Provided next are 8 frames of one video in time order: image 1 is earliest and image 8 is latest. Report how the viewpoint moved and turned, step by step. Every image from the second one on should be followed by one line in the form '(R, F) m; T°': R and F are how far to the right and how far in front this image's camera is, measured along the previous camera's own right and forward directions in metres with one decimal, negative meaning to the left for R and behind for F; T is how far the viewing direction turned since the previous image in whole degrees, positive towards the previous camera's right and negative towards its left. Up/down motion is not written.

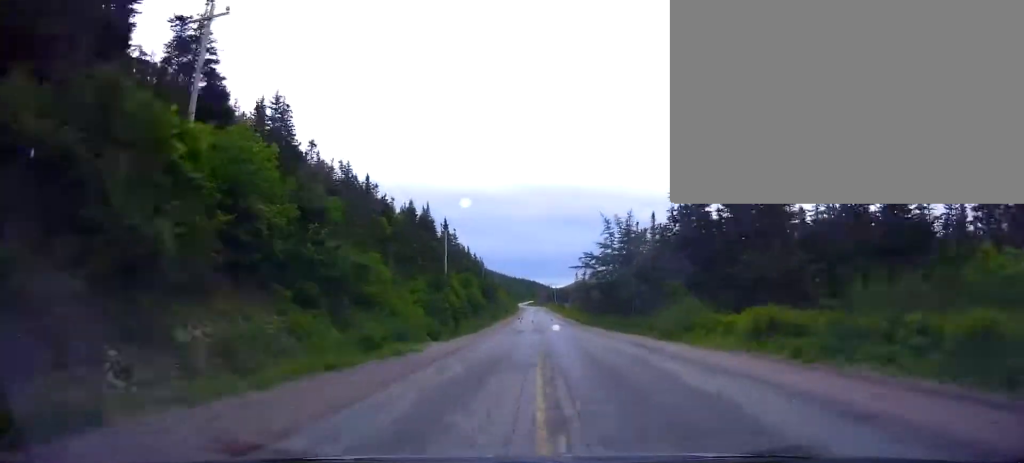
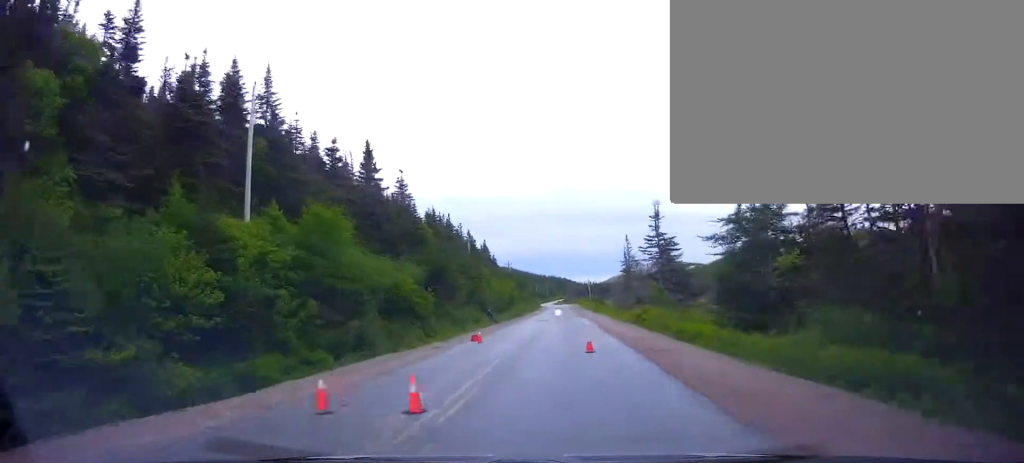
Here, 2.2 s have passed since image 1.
(+0.7, +64.1) m; -1°
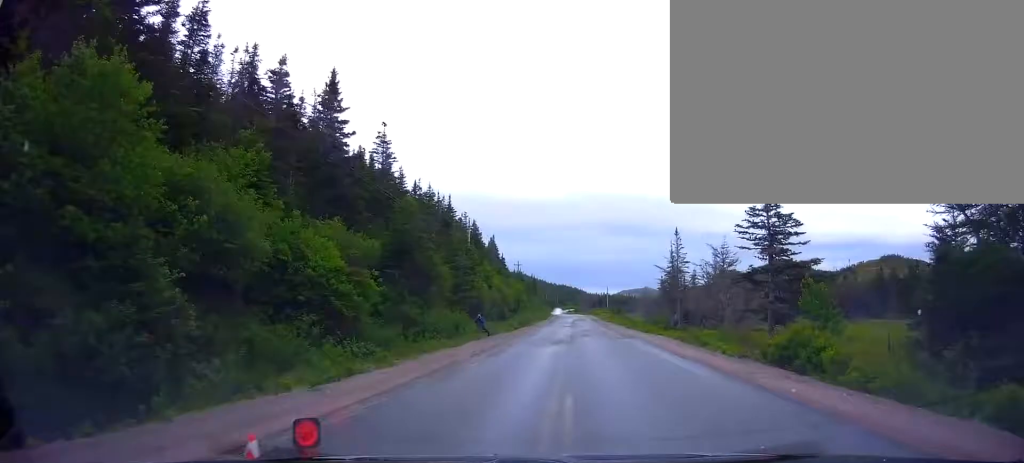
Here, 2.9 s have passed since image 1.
(-0.3, +18.6) m; -2°
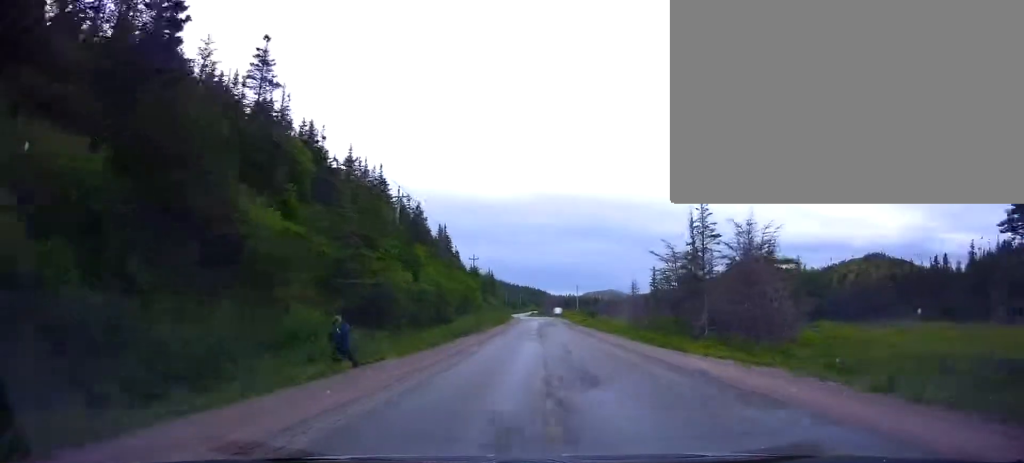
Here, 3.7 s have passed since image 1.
(-0.2, +19.2) m; 0°
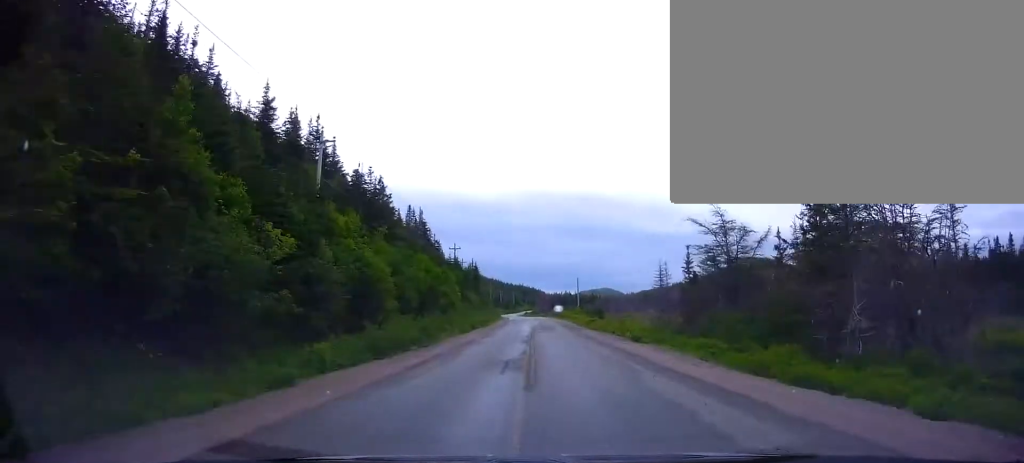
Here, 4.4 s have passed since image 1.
(0.0, +17.8) m; 0°
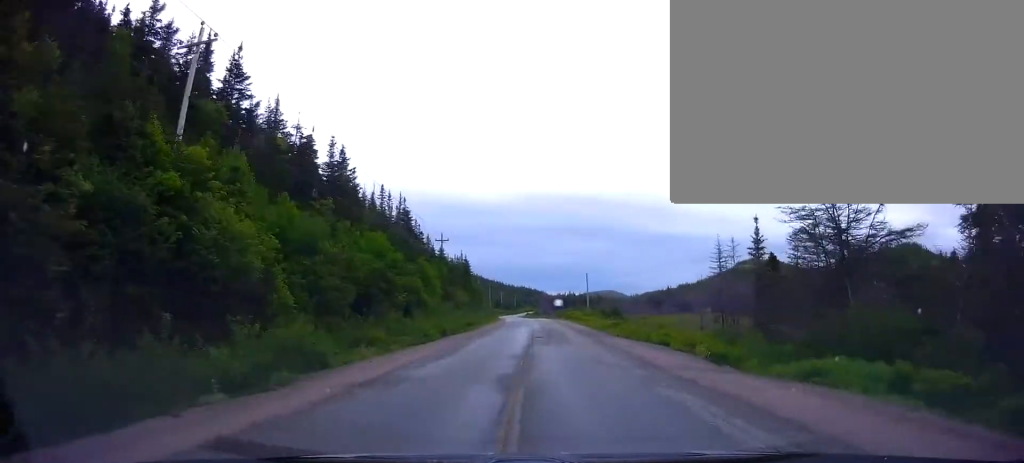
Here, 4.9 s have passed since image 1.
(0.0, +14.6) m; 0°
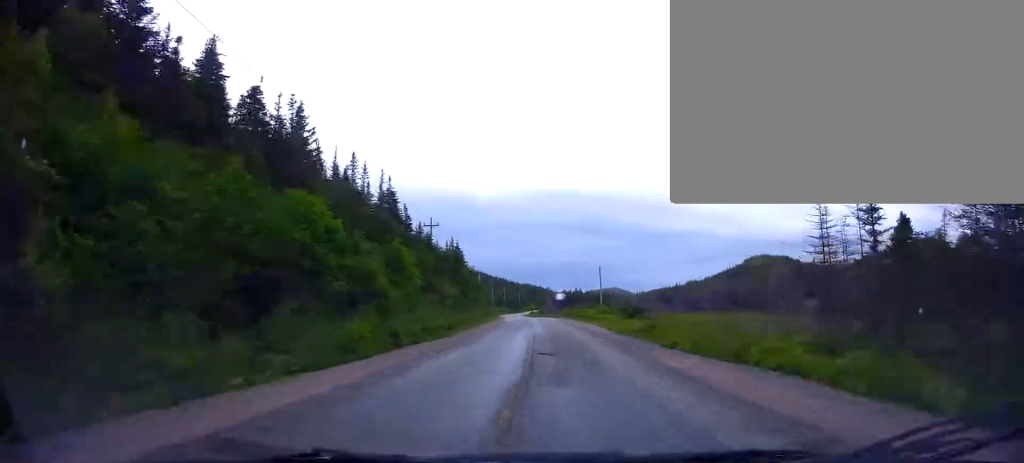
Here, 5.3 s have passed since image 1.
(+0.1, +12.1) m; 0°
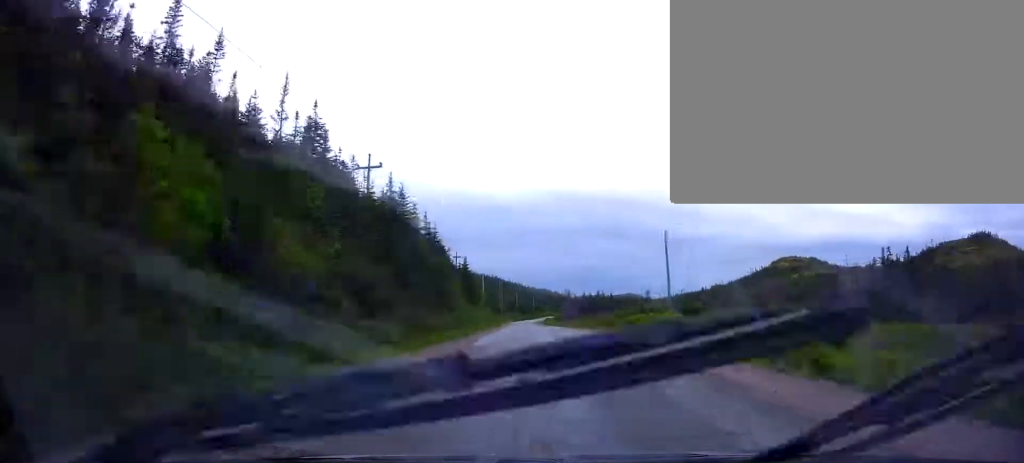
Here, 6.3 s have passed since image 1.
(-0.2, +31.3) m; -1°
